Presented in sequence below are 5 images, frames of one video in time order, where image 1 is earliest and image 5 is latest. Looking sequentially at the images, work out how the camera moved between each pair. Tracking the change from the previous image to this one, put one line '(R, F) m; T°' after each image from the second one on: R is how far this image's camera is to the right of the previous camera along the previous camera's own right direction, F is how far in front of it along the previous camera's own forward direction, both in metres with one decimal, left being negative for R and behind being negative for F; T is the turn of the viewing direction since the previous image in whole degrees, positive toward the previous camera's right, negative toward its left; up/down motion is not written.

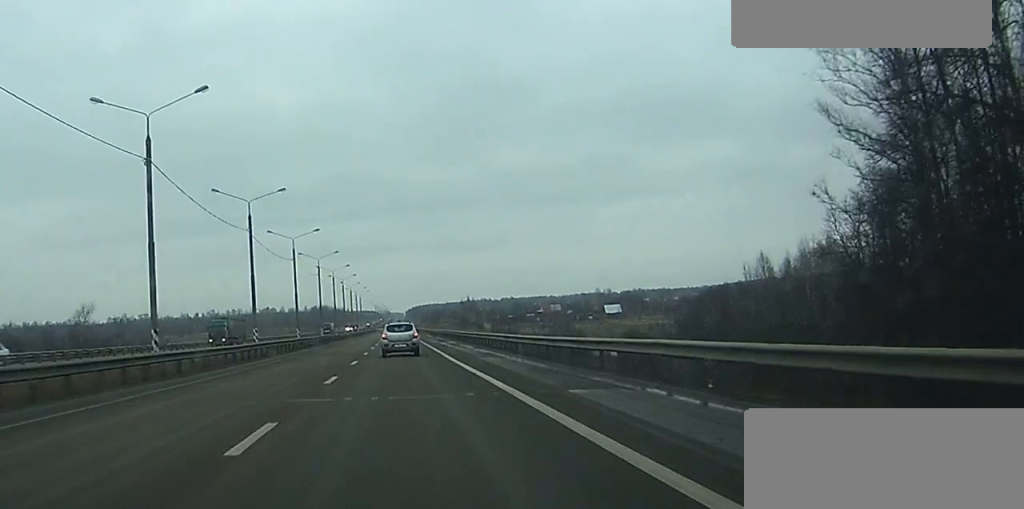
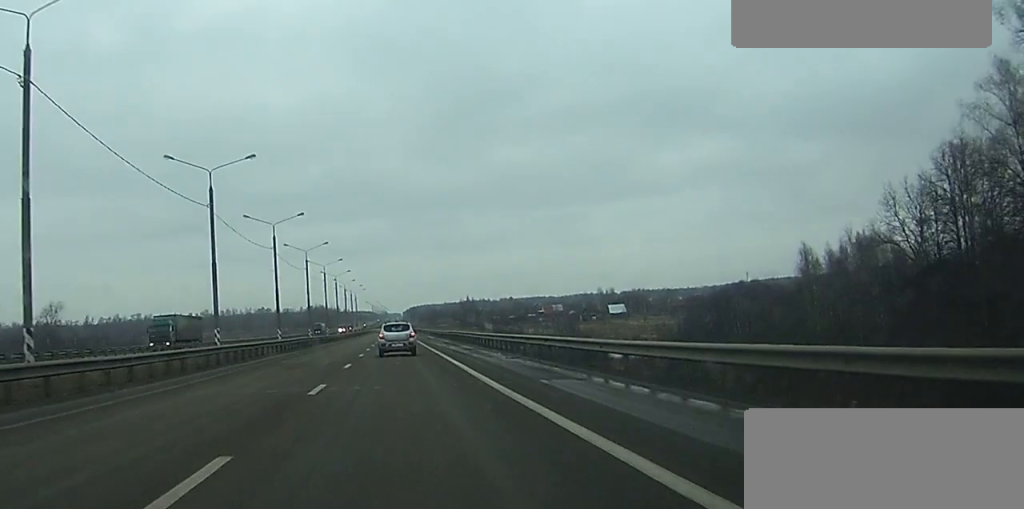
(0.0, +14.9) m; 0°
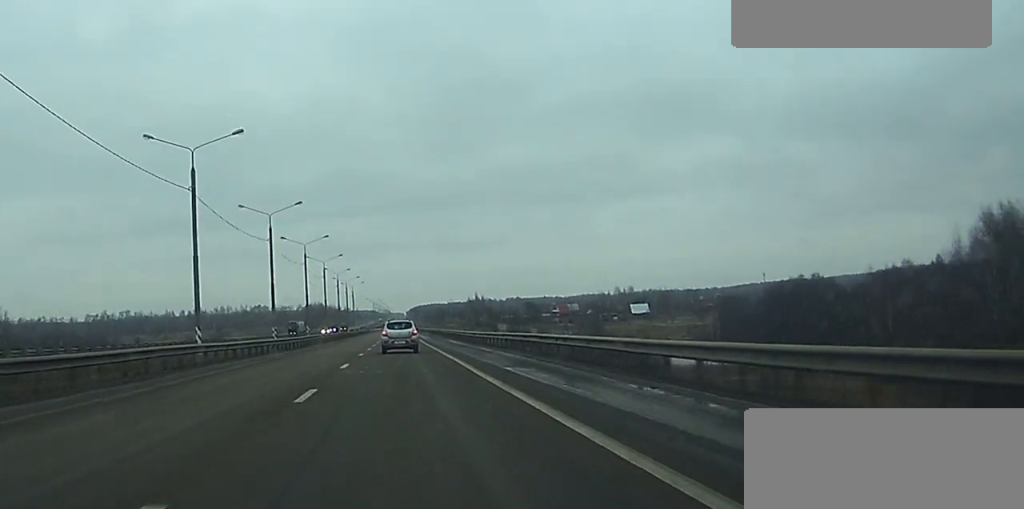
(0.0, +38.3) m; 0°
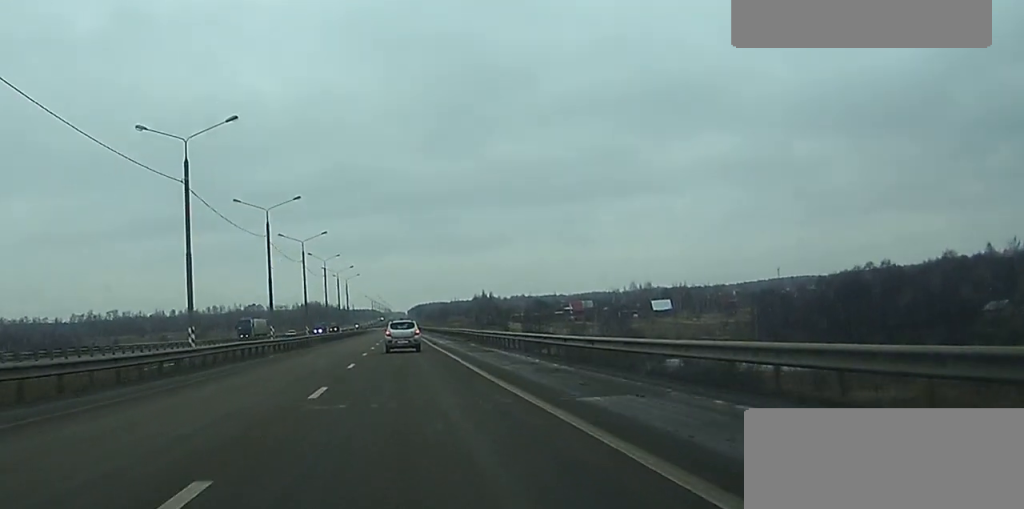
(-0.1, +35.0) m; 0°
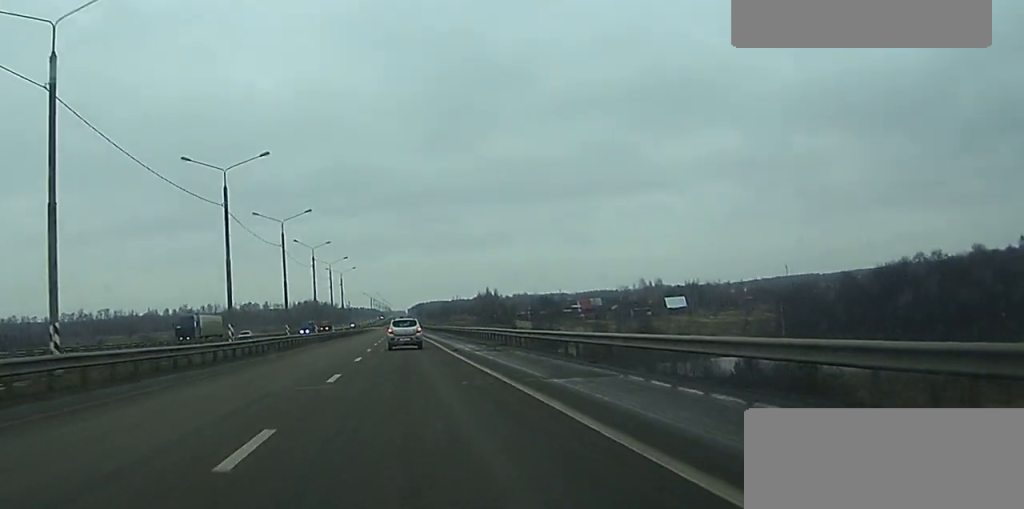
(0.0, +20.9) m; 0°
